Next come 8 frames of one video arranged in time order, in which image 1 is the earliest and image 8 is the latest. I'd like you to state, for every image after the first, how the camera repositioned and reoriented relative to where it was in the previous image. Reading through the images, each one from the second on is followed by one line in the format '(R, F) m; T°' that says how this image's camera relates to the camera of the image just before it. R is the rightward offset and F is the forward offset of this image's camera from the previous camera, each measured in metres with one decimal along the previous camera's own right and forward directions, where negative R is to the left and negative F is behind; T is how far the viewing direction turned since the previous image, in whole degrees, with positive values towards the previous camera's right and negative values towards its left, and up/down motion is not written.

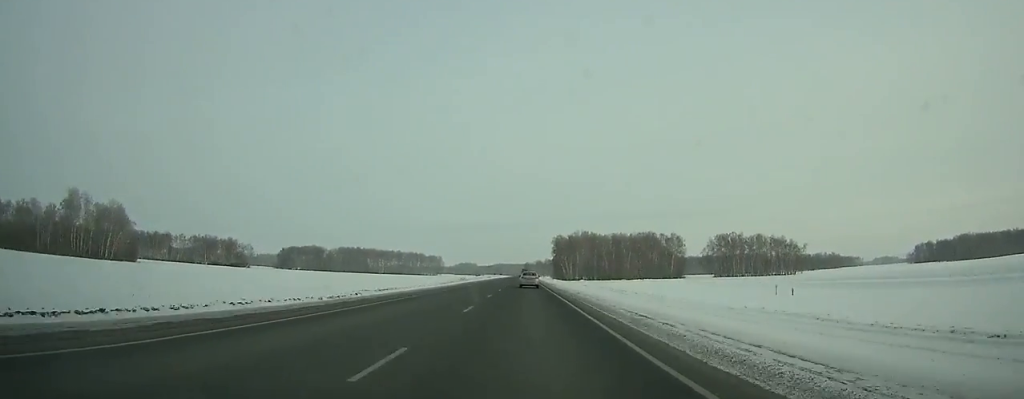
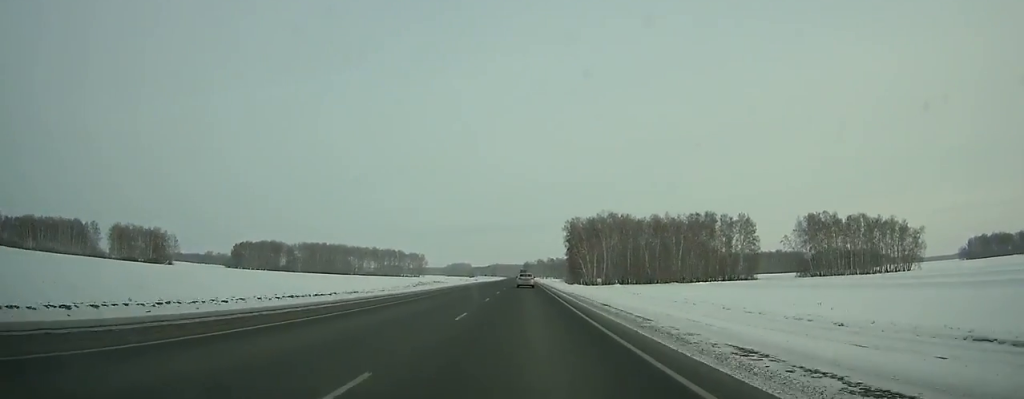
(0.0, +101.3) m; 0°
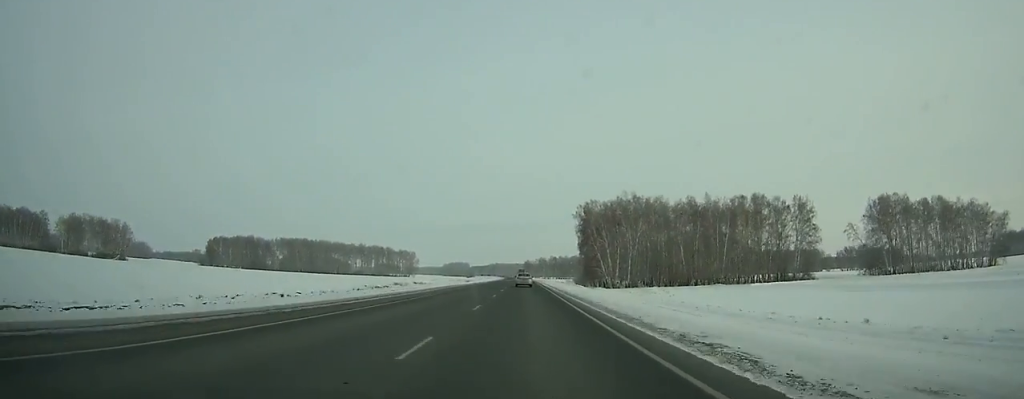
(0.0, +44.3) m; 0°
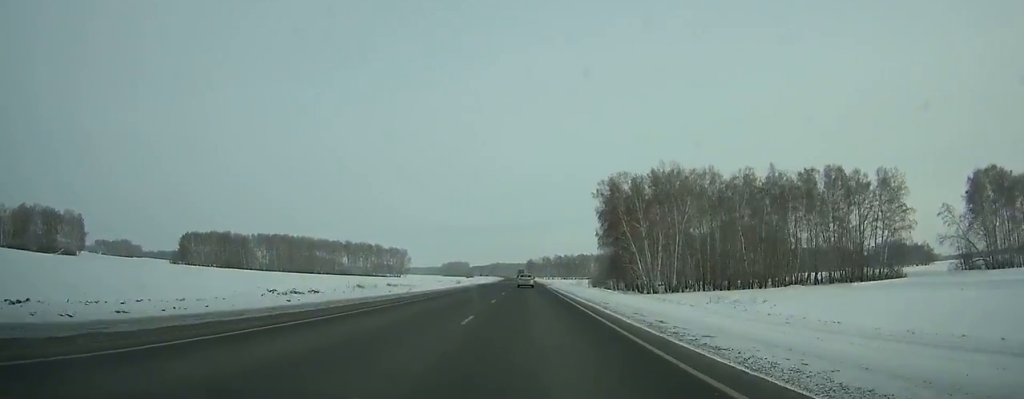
(0.0, +42.2) m; 0°
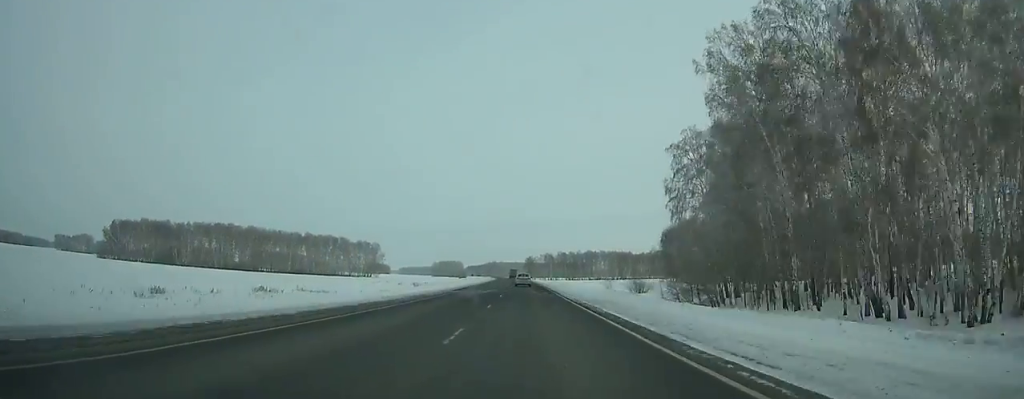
(-0.1, +76.9) m; 0°
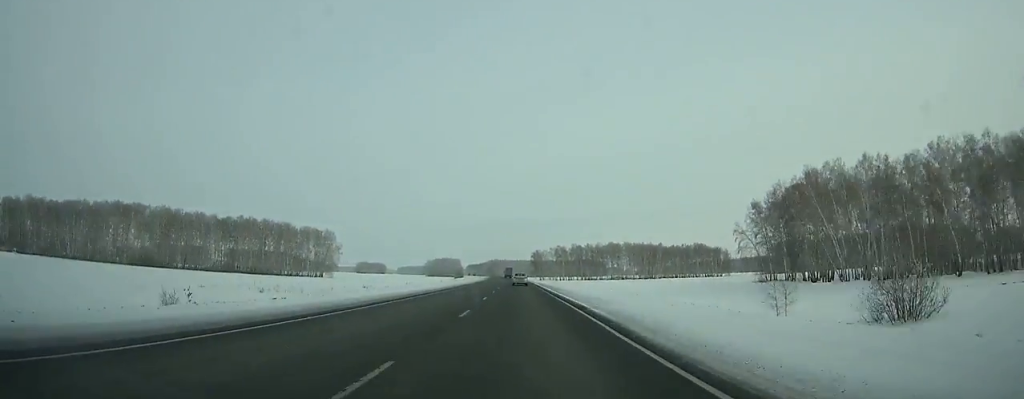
(-0.6, +90.3) m; -1°
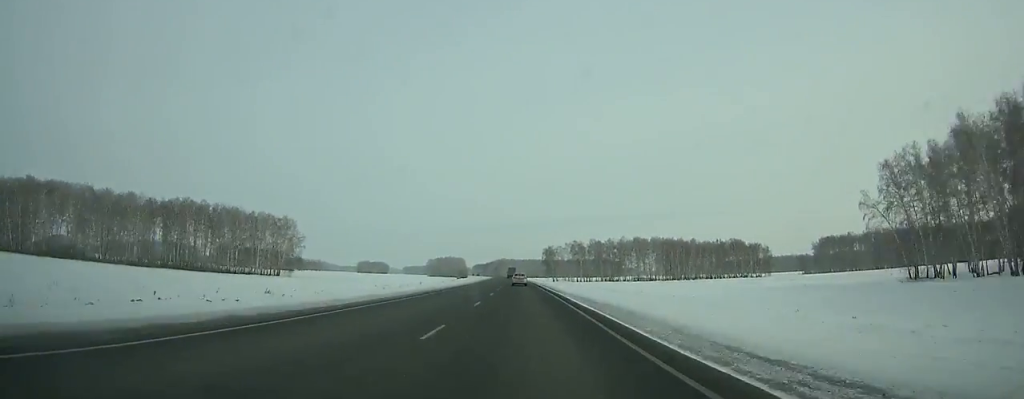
(-0.2, +56.2) m; -1°
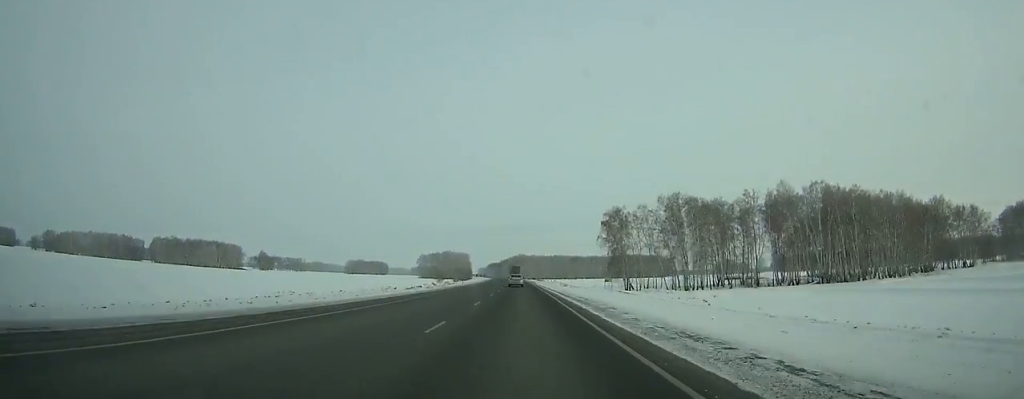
(-3.3, +167.7) m; -2°
